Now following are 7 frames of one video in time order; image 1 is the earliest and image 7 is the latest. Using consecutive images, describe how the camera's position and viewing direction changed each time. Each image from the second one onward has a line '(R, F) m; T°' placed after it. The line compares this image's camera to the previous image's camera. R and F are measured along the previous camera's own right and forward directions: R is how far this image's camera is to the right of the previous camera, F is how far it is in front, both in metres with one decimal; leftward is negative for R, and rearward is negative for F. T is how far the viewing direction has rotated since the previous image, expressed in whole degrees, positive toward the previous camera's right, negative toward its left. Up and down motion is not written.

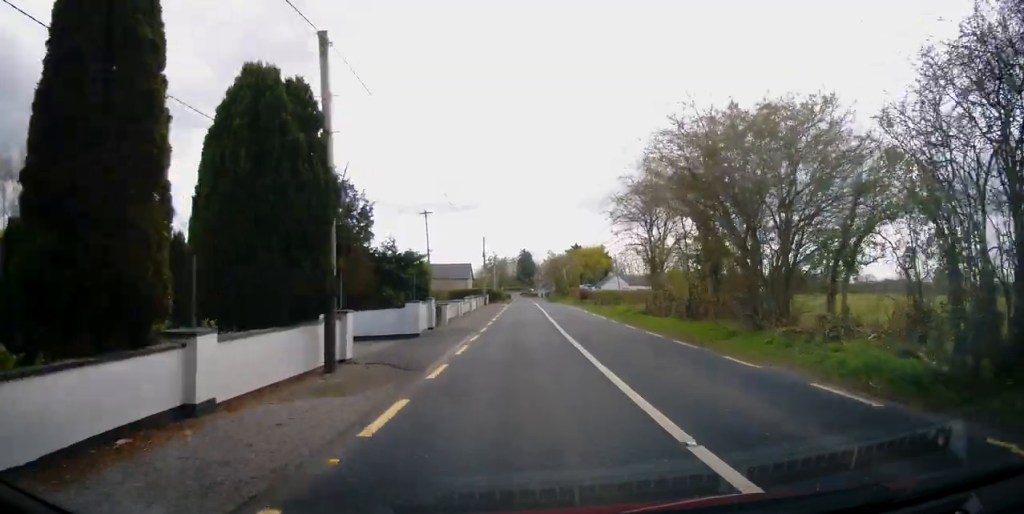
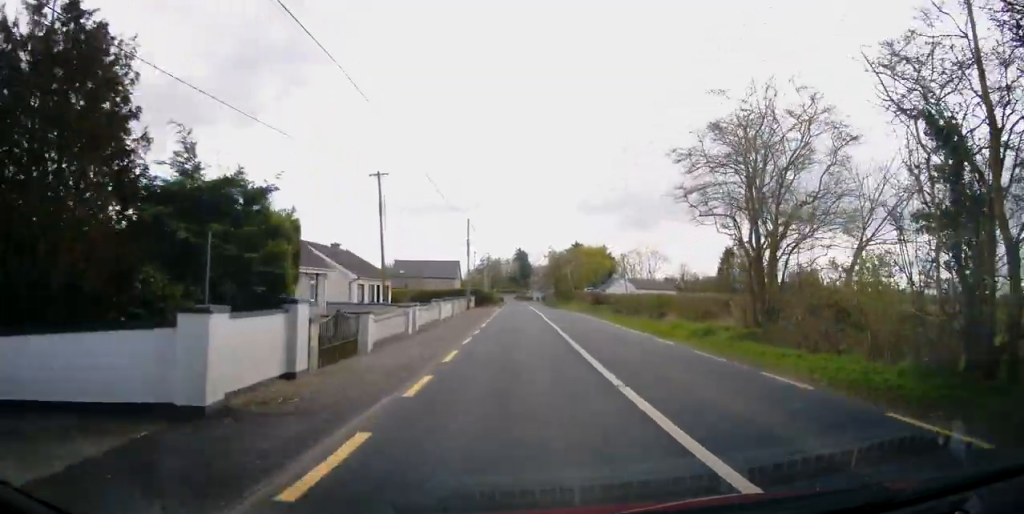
(0.0, +14.2) m; +1°
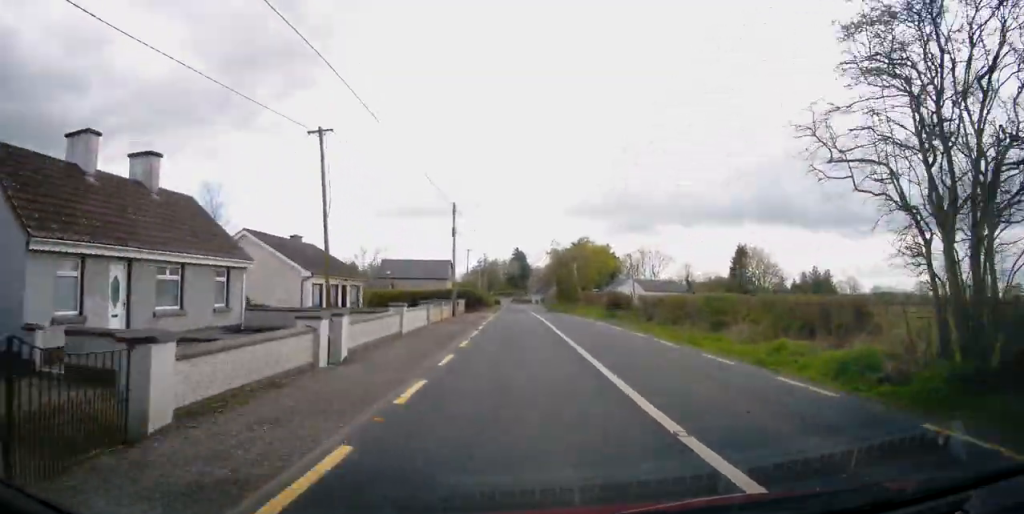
(+0.1, +8.8) m; 0°
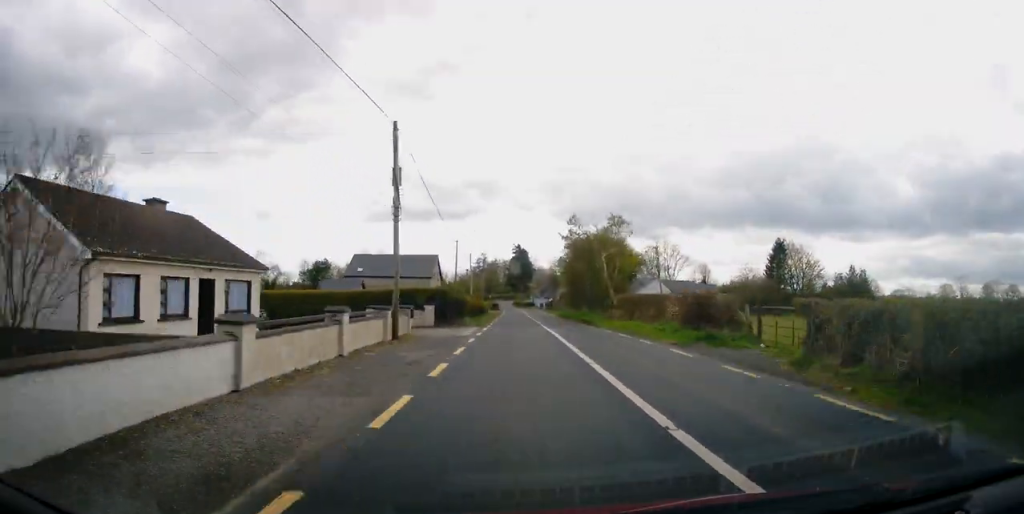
(+0.2, +17.7) m; +1°
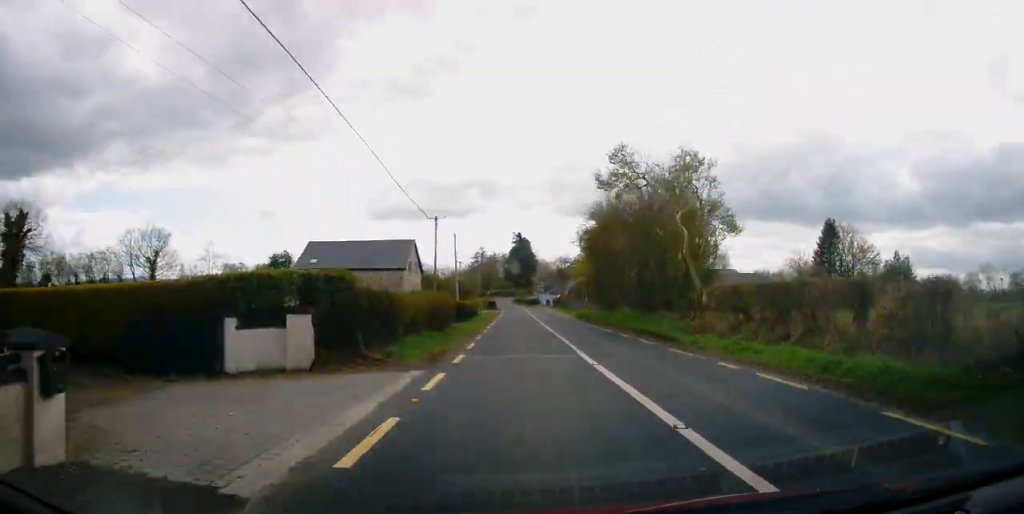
(-0.1, +17.8) m; 0°
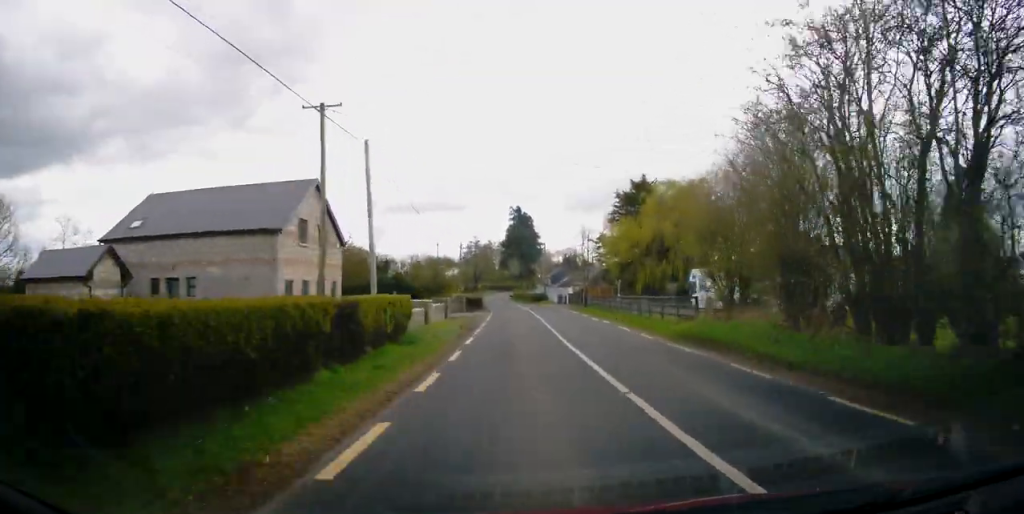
(-0.2, +29.2) m; -1°
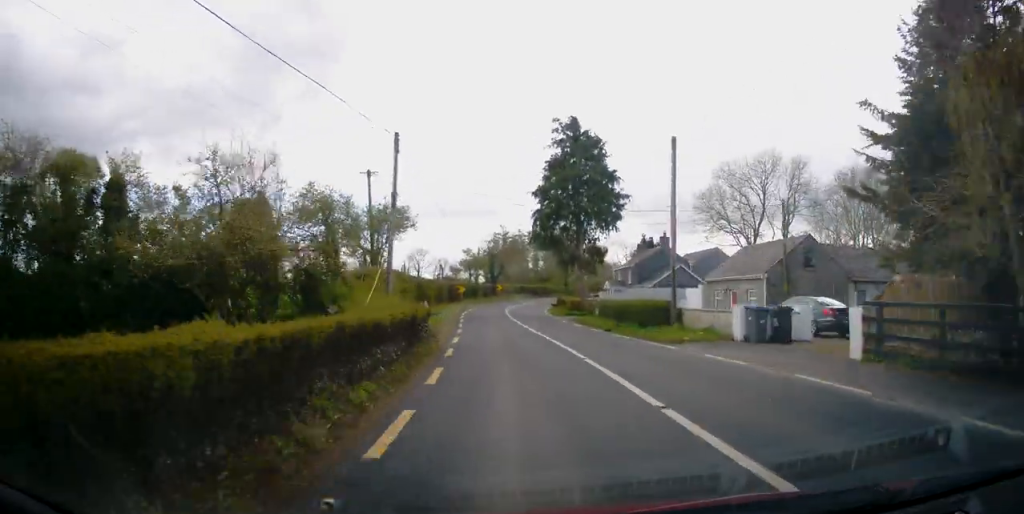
(-0.2, +50.0) m; -2°
